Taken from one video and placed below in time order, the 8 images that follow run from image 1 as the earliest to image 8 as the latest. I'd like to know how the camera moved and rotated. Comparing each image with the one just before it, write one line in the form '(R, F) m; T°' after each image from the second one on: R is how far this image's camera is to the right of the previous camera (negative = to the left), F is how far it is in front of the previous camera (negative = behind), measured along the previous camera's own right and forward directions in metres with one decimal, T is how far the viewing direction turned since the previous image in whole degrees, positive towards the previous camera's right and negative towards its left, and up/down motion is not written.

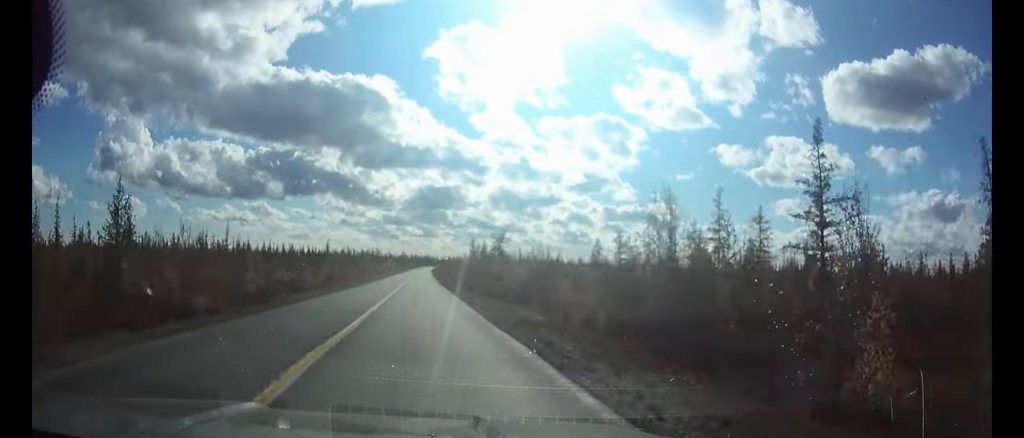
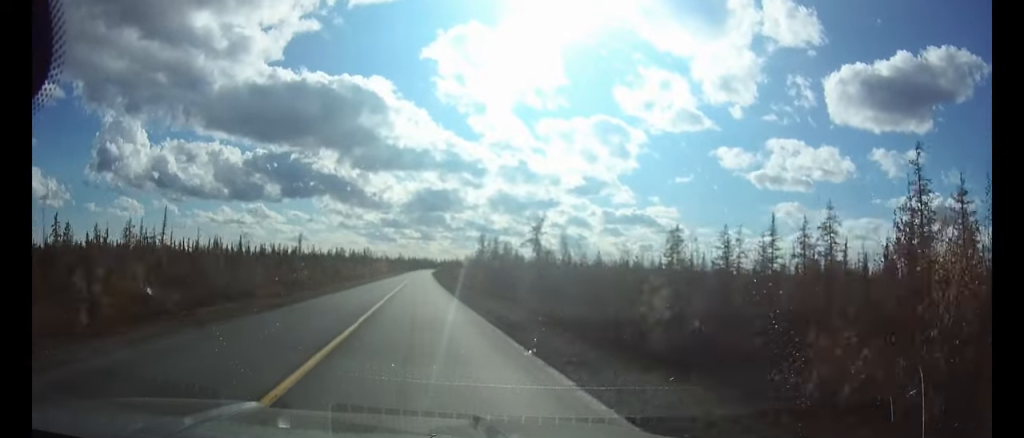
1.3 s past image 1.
(+0.1, +37.4) m; 0°
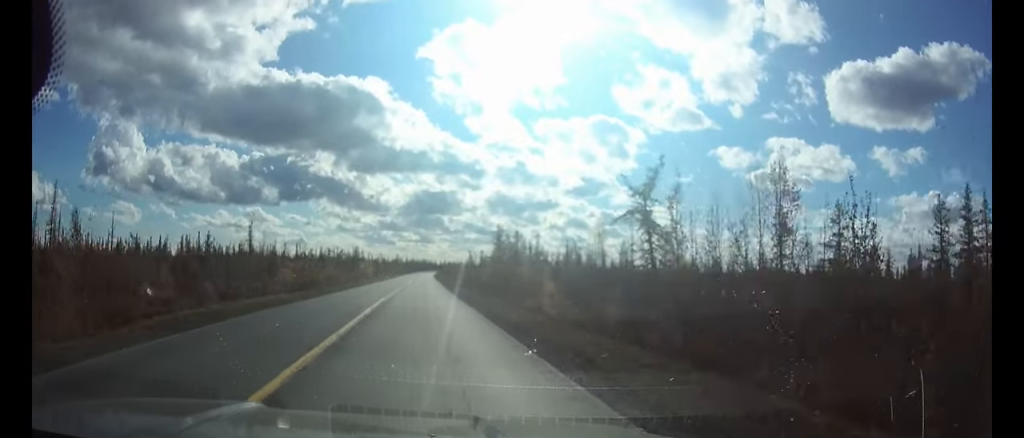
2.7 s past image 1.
(+0.1, +40.7) m; 0°
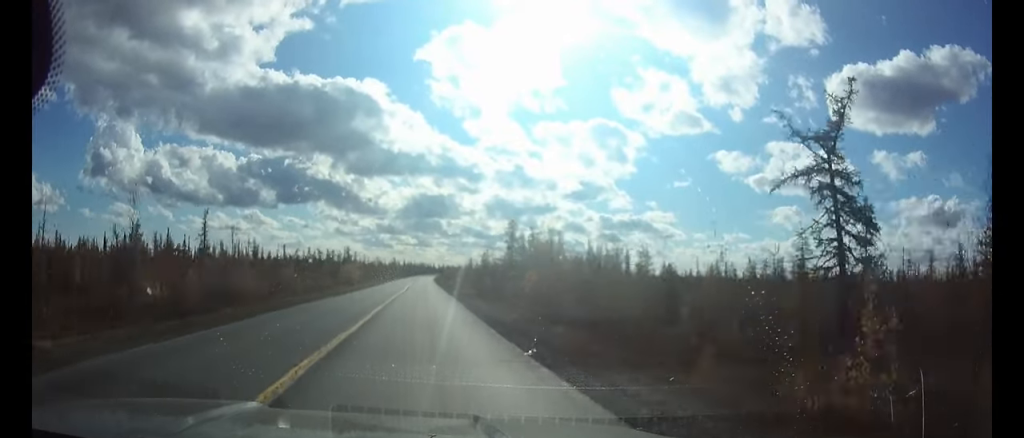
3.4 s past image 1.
(0.0, +19.8) m; 0°
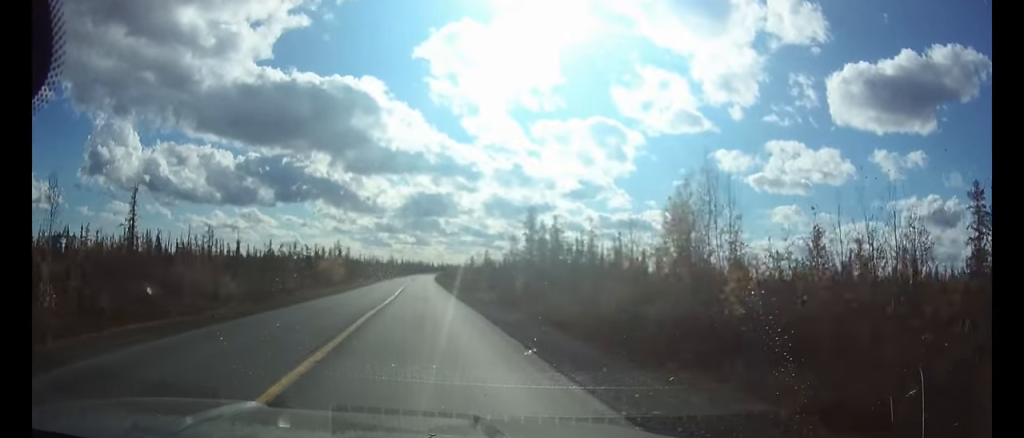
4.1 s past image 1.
(0.0, +21.1) m; 0°
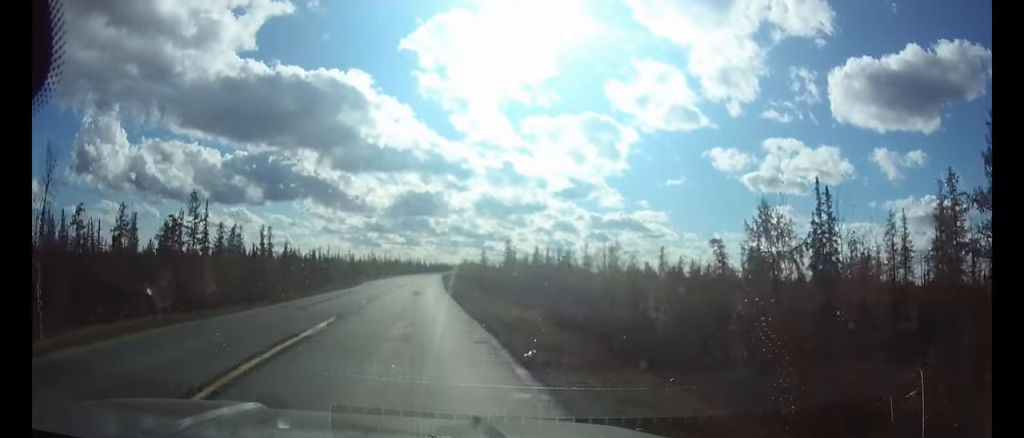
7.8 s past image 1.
(+1.2, +105.0) m; +1°
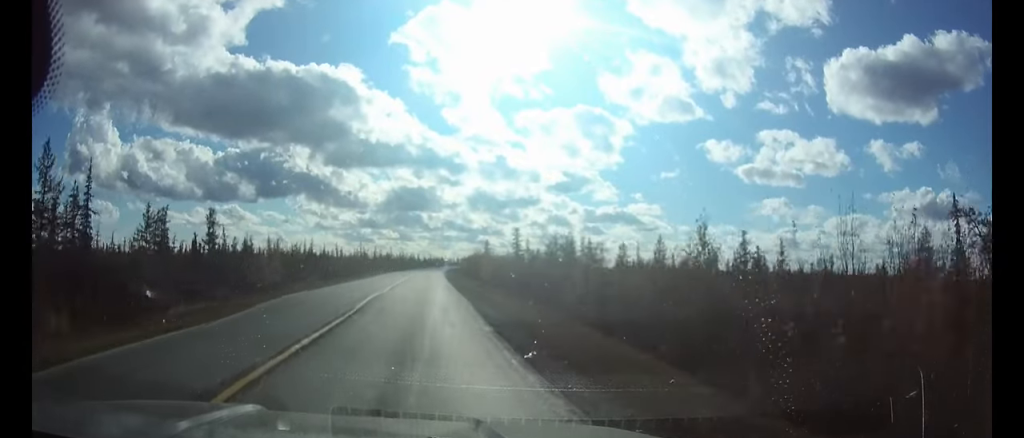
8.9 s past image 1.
(+0.2, +30.7) m; +1°
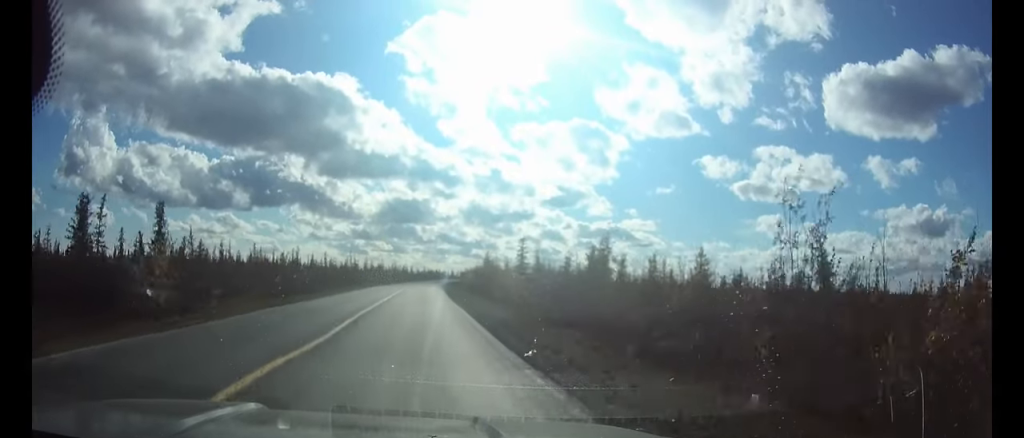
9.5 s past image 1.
(+0.1, +19.1) m; +1°
